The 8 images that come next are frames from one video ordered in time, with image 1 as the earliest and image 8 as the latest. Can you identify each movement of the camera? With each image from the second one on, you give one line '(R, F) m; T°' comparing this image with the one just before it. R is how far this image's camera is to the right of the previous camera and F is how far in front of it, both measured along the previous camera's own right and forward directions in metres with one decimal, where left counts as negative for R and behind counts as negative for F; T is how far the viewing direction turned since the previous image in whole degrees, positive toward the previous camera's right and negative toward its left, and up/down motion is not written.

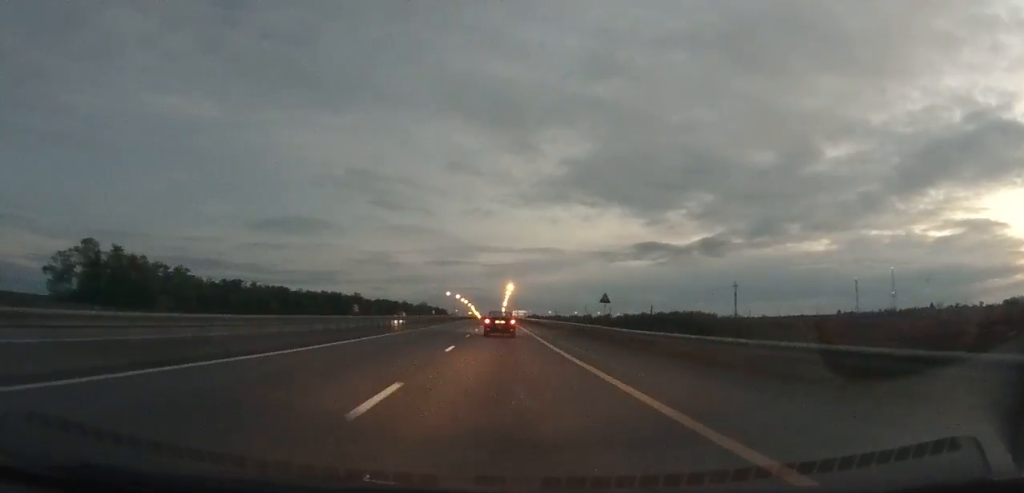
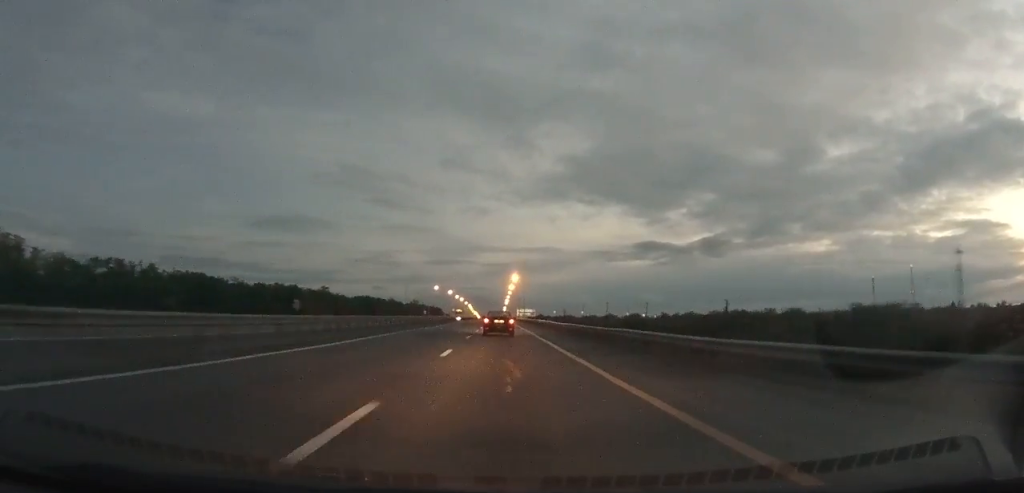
(0.0, +48.2) m; 0°
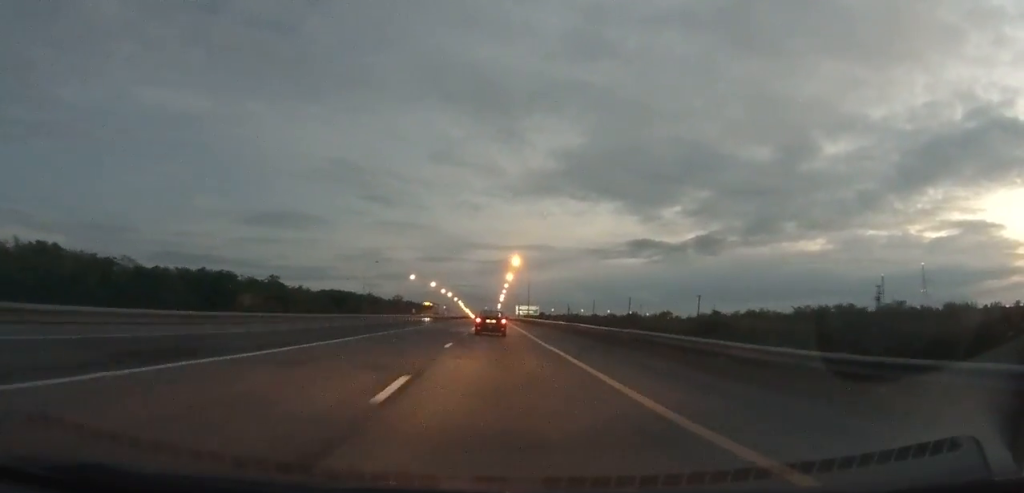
(0.0, +41.9) m; 0°
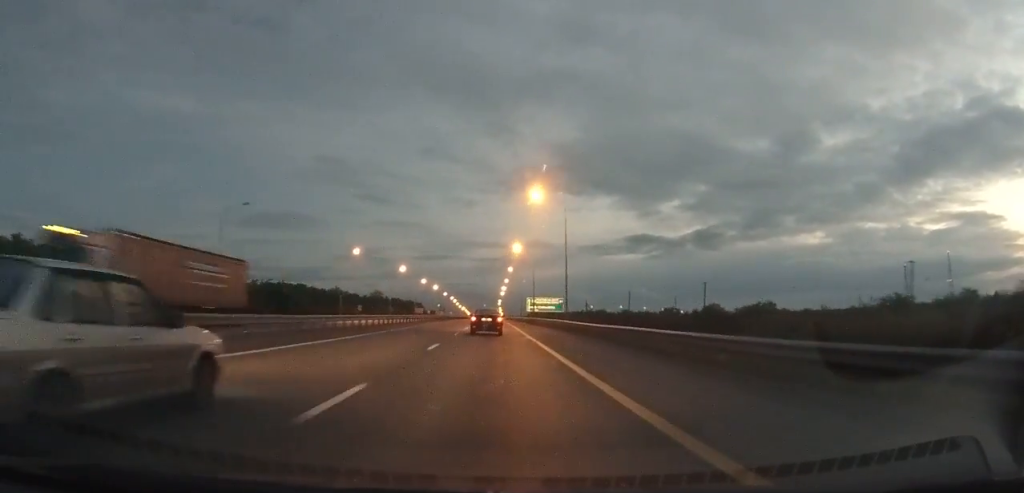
(-0.1, +56.1) m; 0°
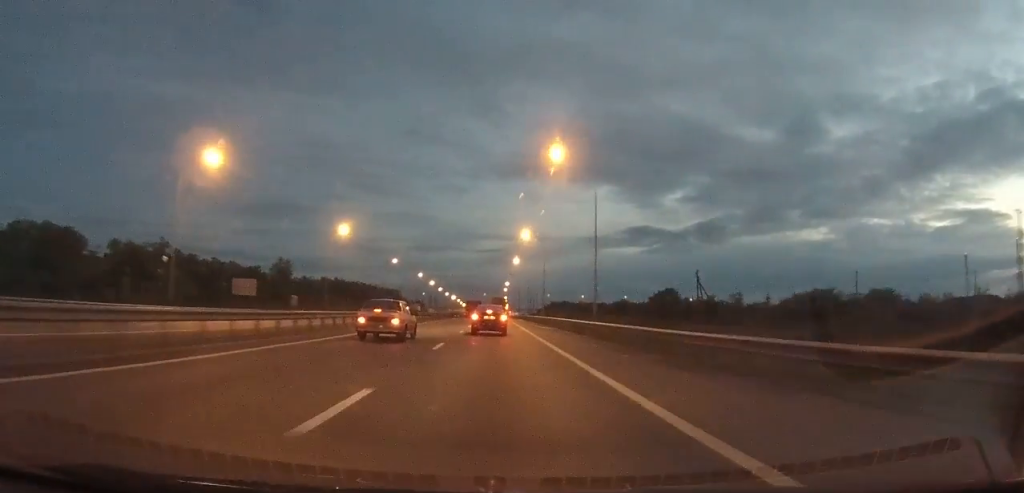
(0.0, +117.8) m; 0°
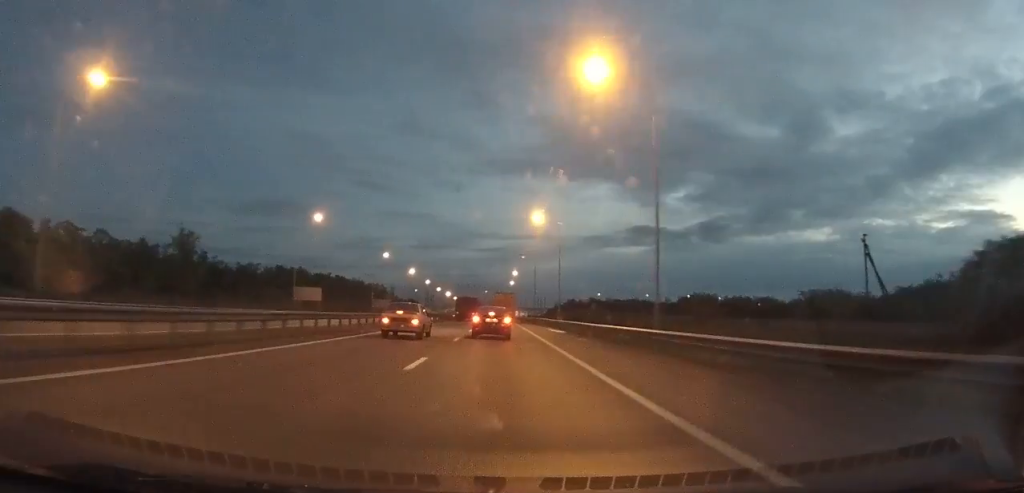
(+0.3, +55.8) m; 0°
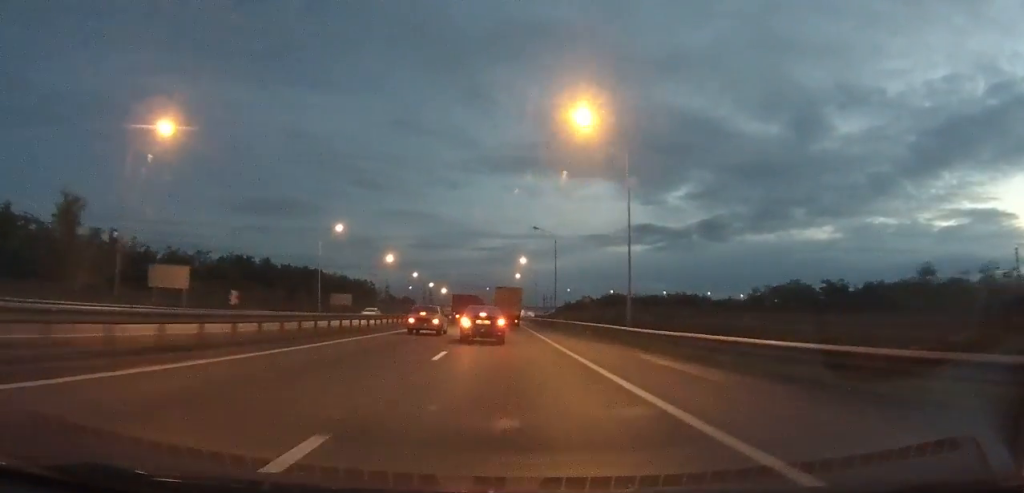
(0.0, +35.9) m; 0°
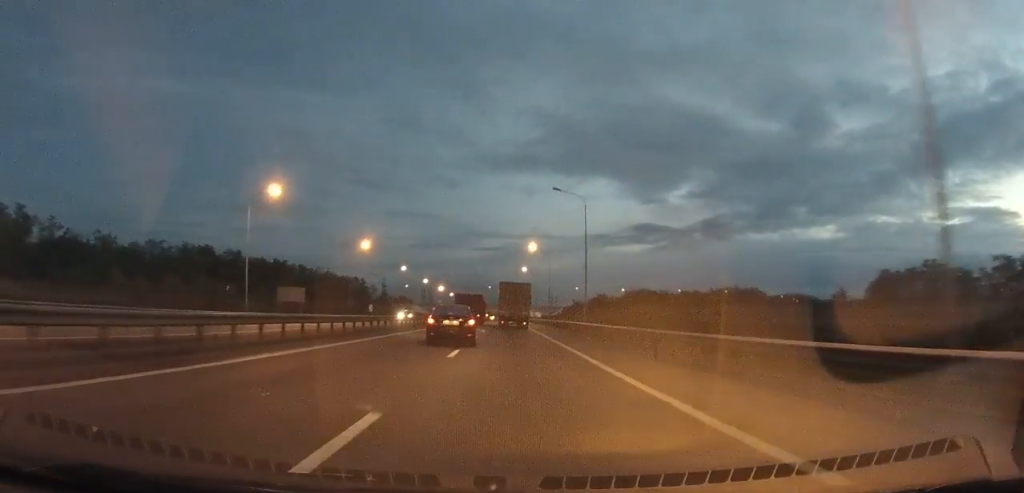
(-0.1, +24.8) m; -1°
